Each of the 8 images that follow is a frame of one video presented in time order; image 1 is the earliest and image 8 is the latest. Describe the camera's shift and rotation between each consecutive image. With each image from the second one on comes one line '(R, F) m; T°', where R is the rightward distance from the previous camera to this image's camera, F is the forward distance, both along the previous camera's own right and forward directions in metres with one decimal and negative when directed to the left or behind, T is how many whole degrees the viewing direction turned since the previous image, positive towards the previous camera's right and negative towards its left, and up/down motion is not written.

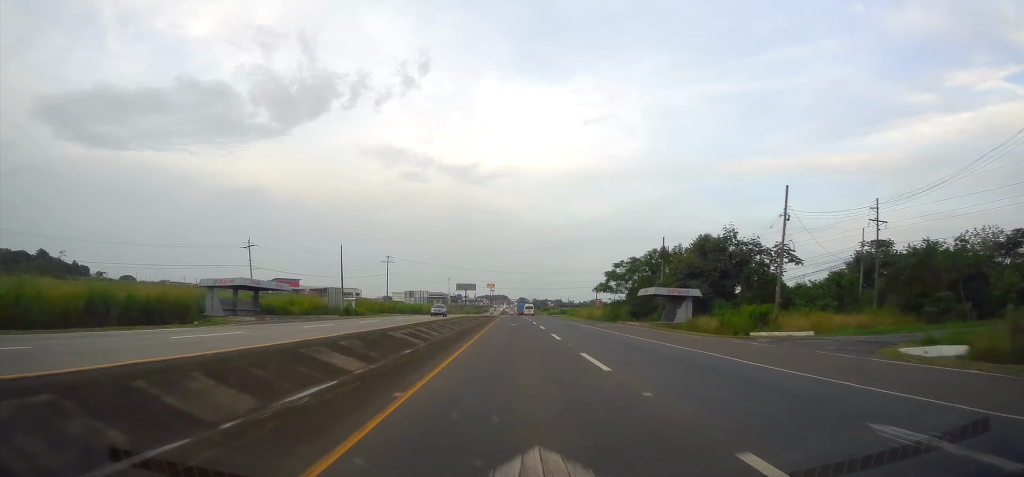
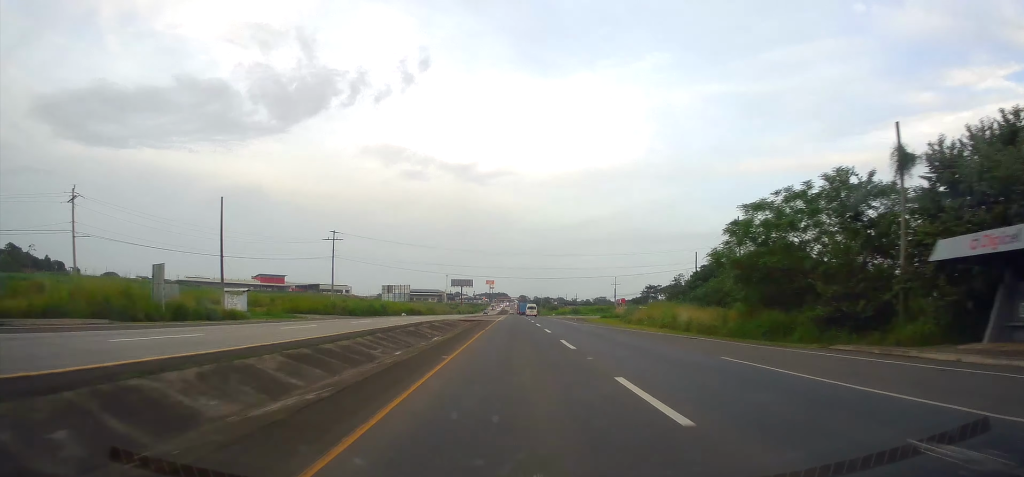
(+0.1, +40.2) m; -1°
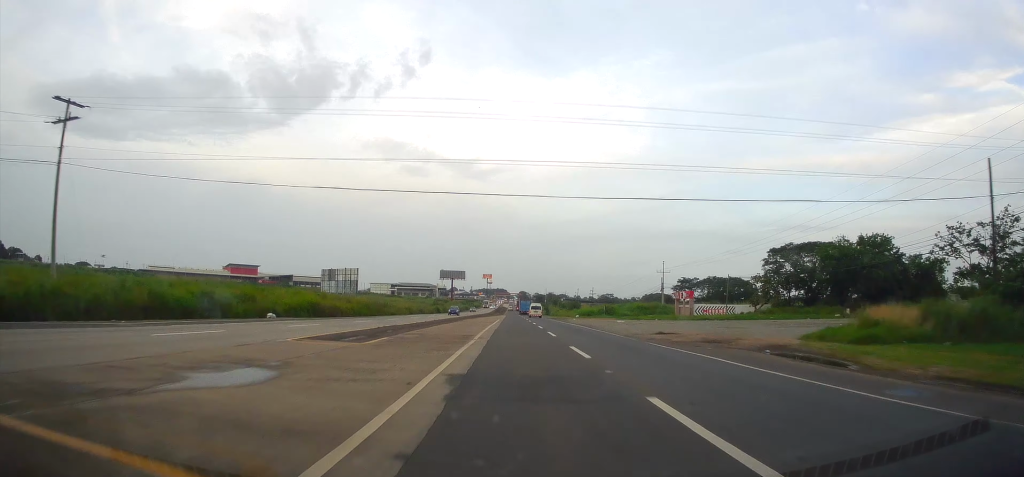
(-0.4, +59.3) m; 0°
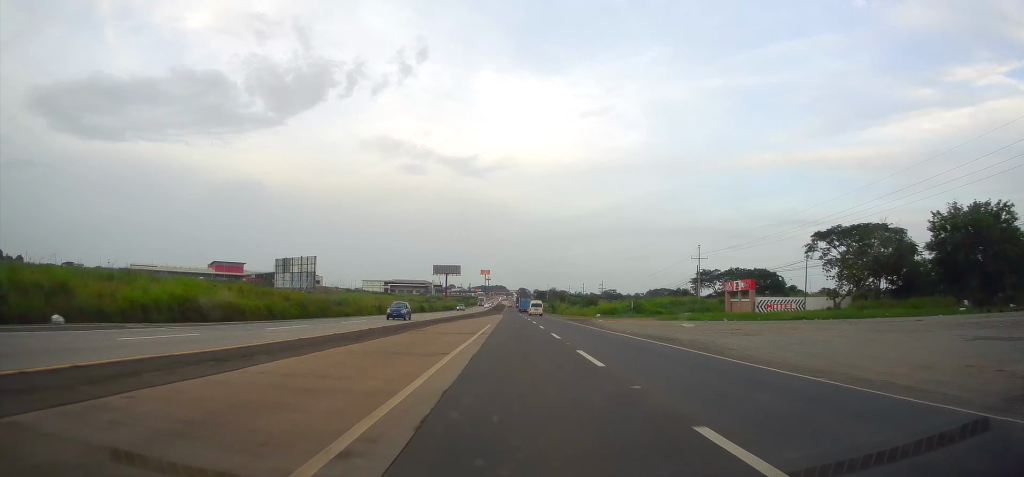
(+0.4, +25.4) m; 0°
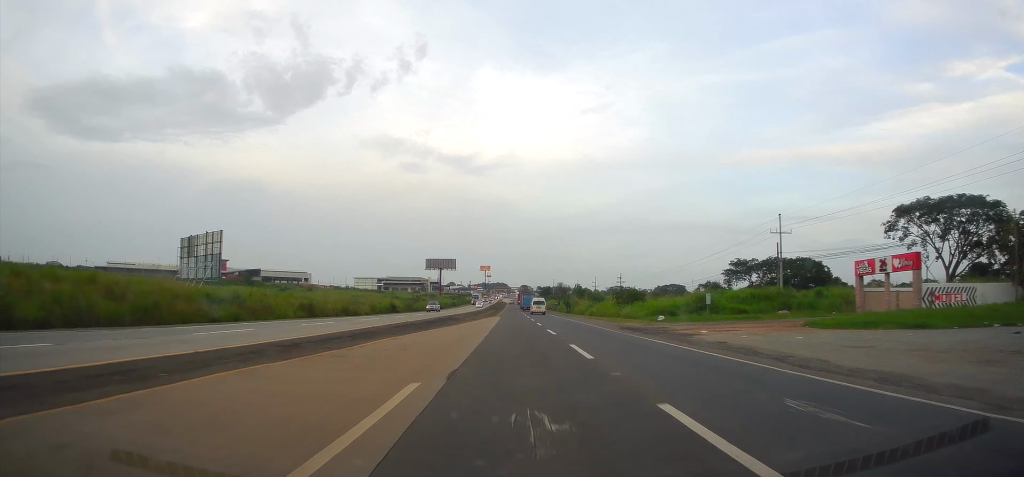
(0.0, +31.7) m; 0°
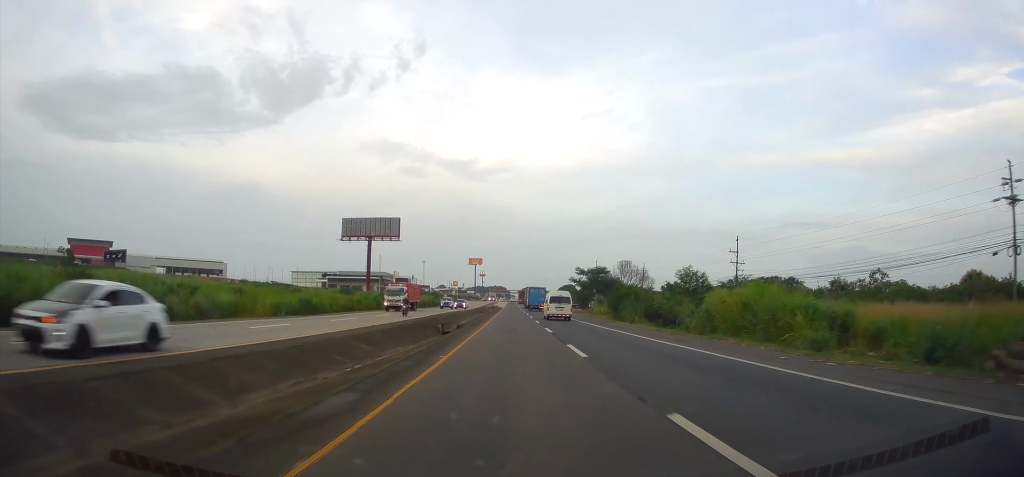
(-0.1, +142.1) m; +1°
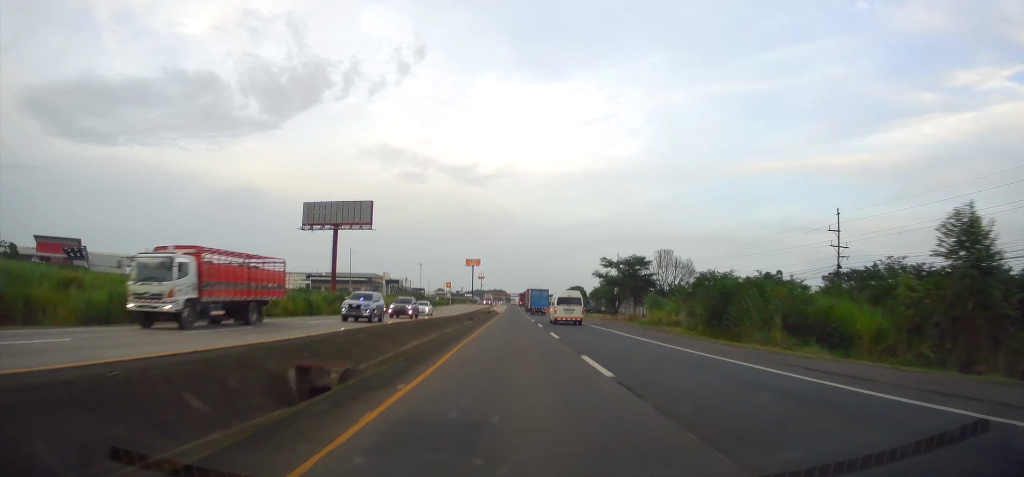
(-0.1, +27.6) m; 0°
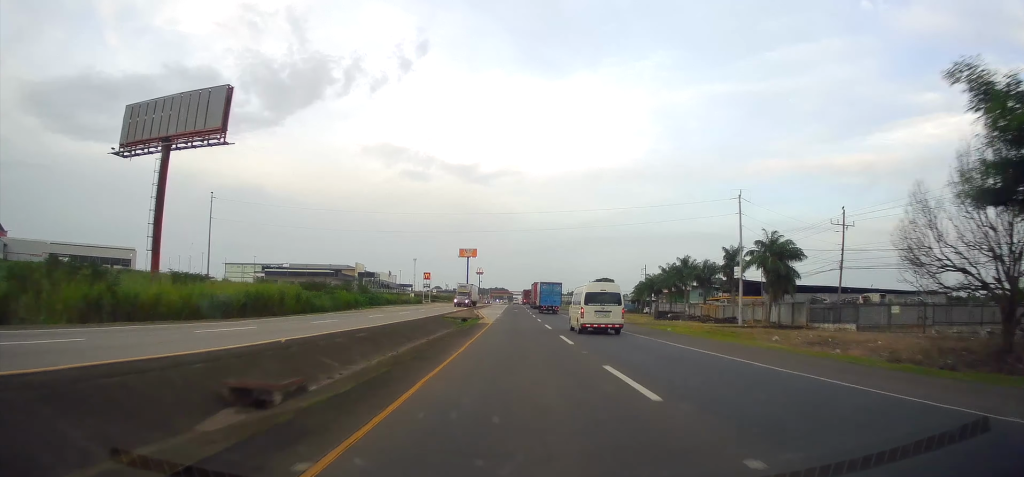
(+0.4, +61.4) m; 0°
